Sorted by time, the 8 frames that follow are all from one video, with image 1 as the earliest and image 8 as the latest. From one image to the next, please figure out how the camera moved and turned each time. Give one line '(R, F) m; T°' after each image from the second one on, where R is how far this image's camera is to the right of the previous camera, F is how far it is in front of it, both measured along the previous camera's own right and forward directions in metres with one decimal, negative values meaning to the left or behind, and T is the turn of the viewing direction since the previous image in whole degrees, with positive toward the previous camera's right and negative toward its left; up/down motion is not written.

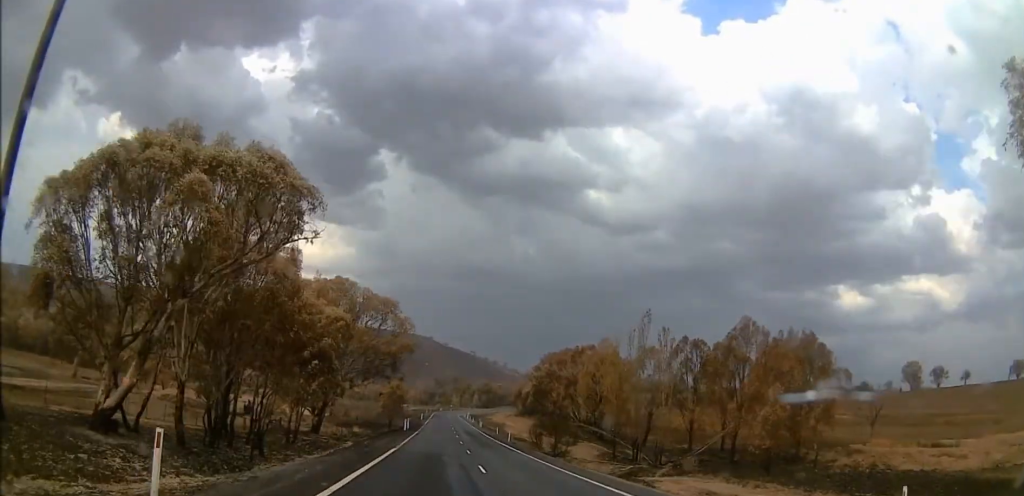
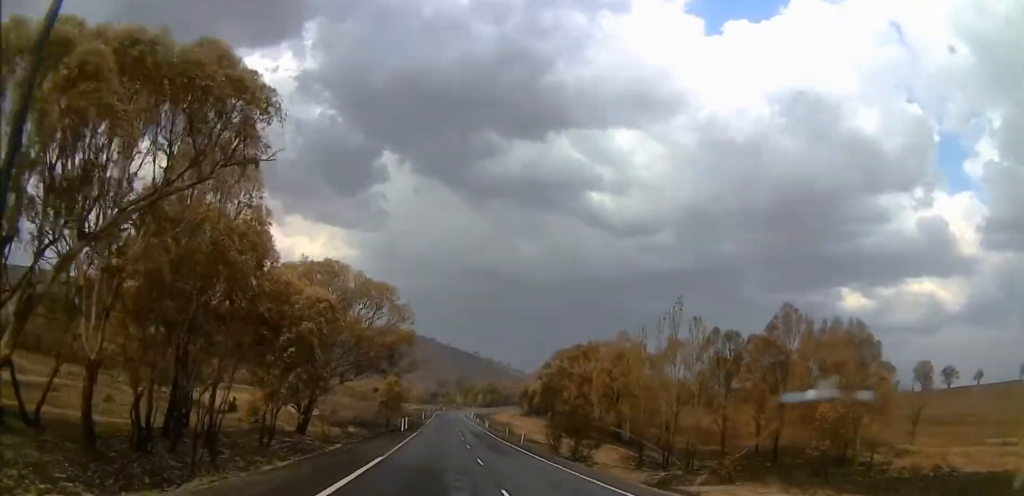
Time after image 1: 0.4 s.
(+0.3, +10.6) m; +1°
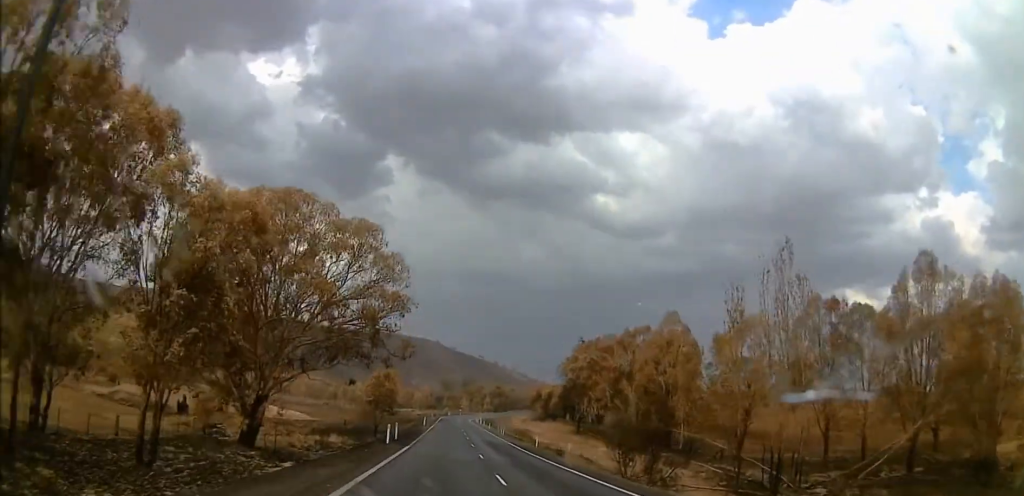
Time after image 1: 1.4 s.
(0.0, +23.6) m; 0°
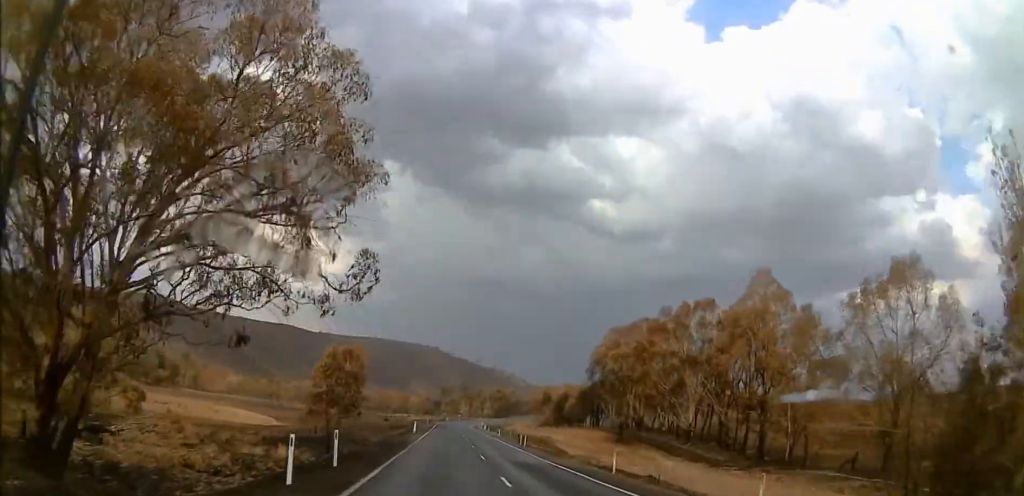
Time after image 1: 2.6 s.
(-0.1, +26.4) m; 0°
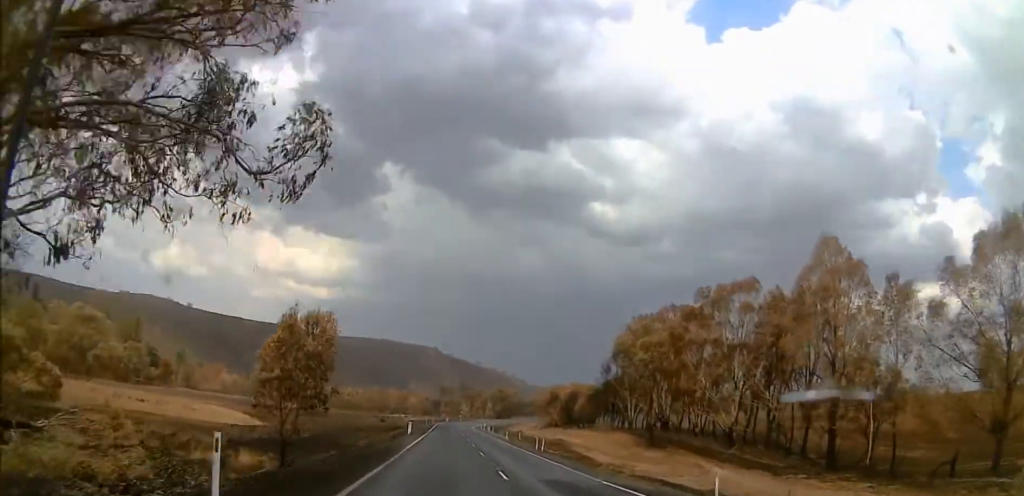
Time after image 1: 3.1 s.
(0.0, +11.5) m; 0°
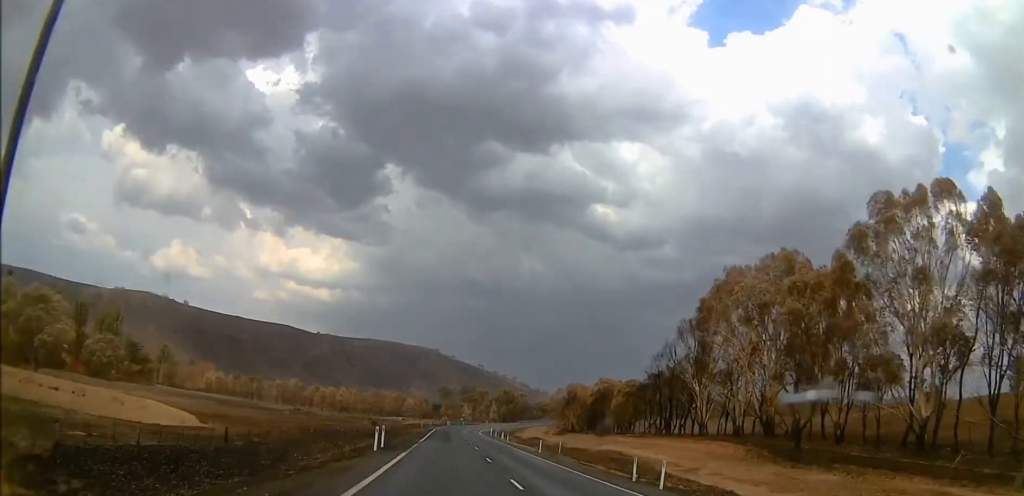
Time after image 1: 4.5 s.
(-0.1, +28.2) m; 0°
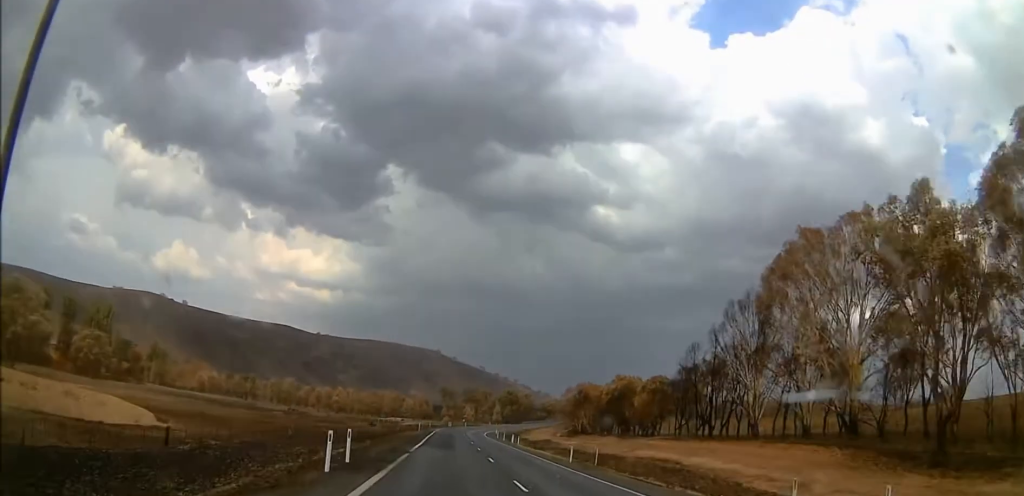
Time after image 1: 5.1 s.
(0.0, +11.9) m; 0°
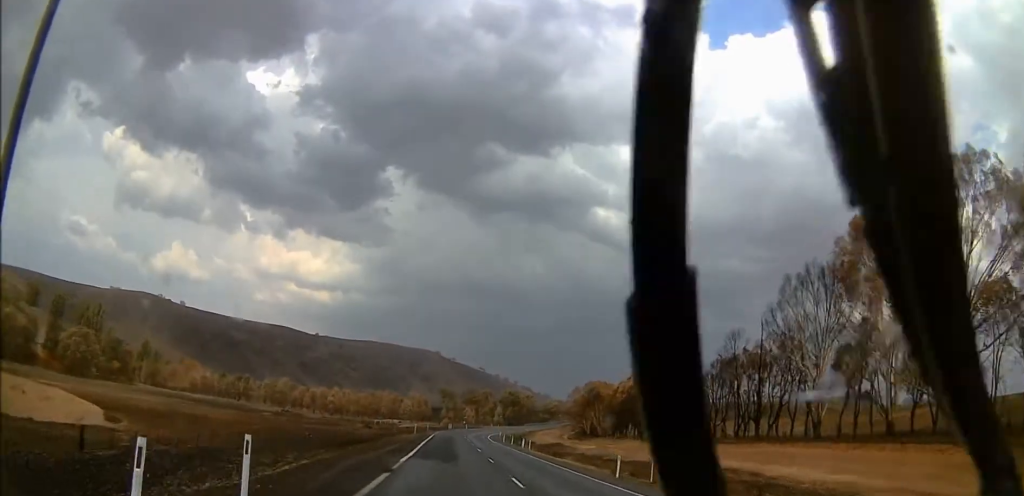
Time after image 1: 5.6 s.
(0.0, +10.5) m; 0°
